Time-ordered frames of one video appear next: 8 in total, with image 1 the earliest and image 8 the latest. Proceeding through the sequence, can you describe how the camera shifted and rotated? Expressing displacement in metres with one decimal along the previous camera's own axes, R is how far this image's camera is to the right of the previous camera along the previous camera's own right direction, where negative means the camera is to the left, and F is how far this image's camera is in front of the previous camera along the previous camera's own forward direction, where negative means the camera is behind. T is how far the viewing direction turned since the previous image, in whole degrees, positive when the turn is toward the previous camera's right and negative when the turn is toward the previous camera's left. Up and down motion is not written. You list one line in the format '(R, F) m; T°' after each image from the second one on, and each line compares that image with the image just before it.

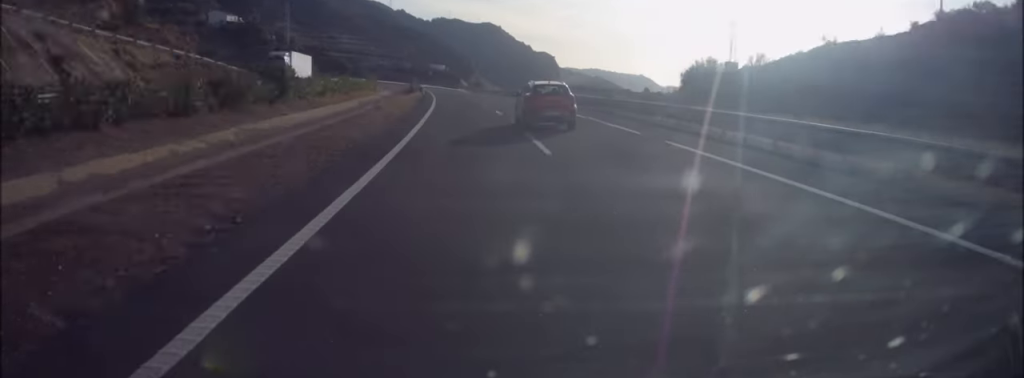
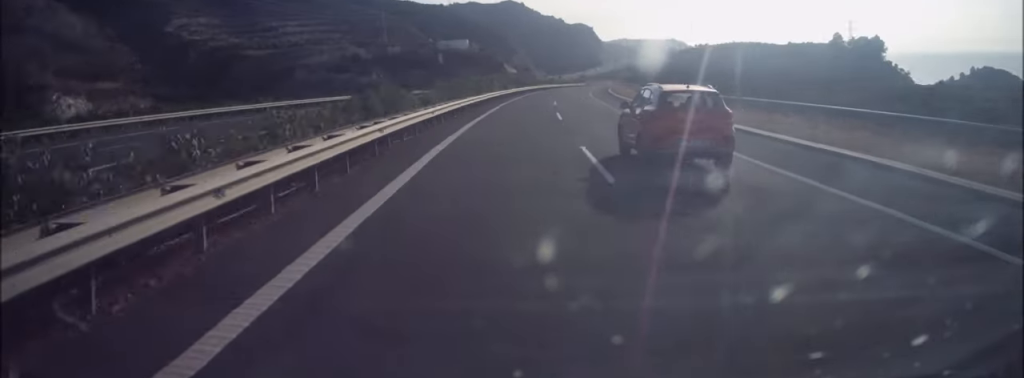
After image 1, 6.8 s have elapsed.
(-6.8, +277.2) m; 0°
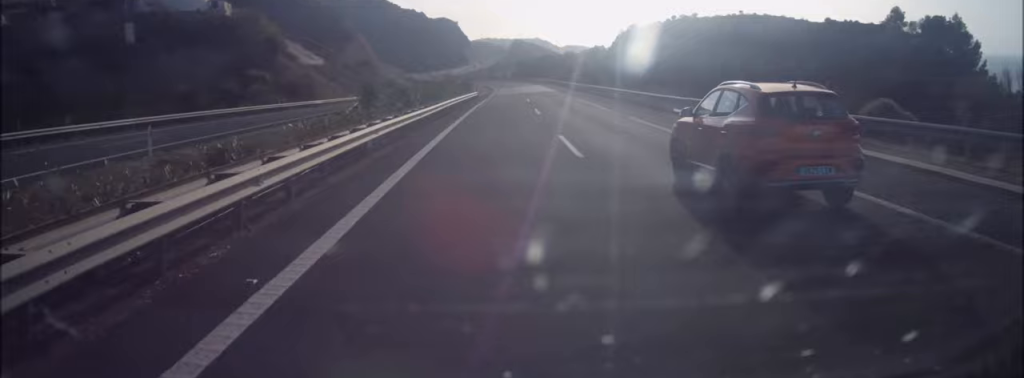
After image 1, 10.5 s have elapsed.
(+9.2, +149.9) m; +1°
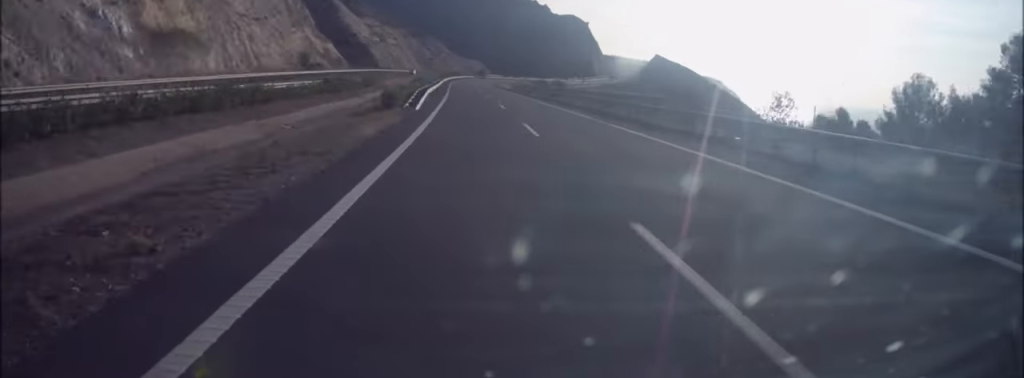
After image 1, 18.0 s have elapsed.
(-7.7, +194.1) m; -1°
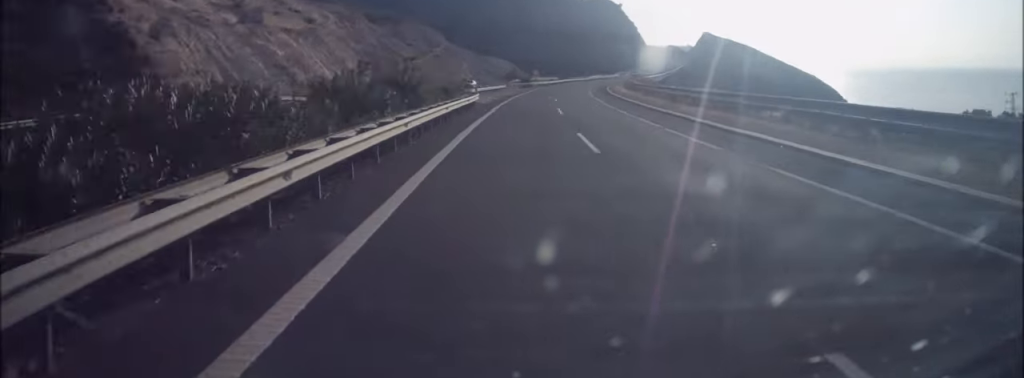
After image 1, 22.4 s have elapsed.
(+4.0, +109.7) m; +5°
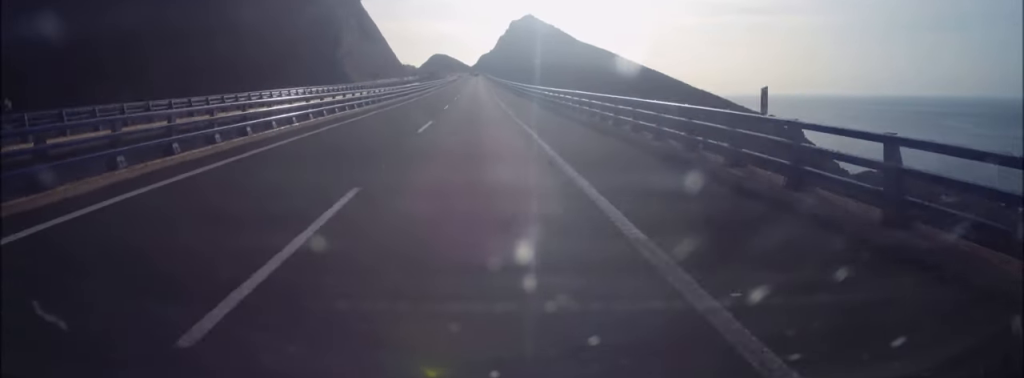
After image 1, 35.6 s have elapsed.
(+47.9, +479.2) m; +7°
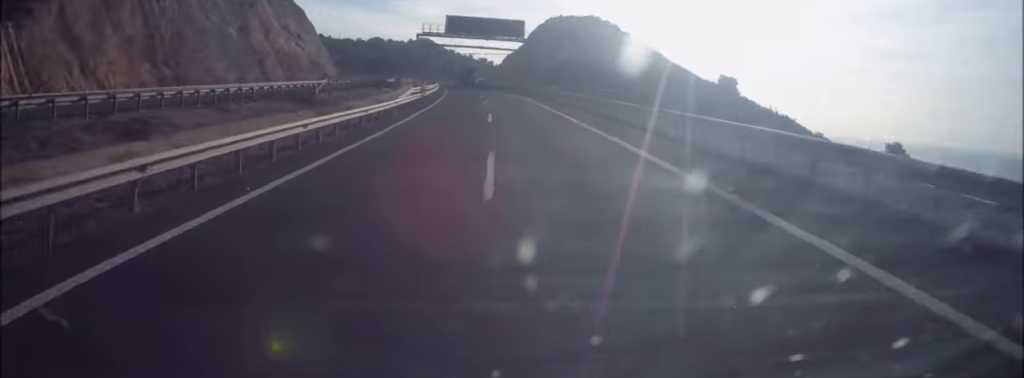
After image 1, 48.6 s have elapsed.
(-34.1, +478.1) m; -14°
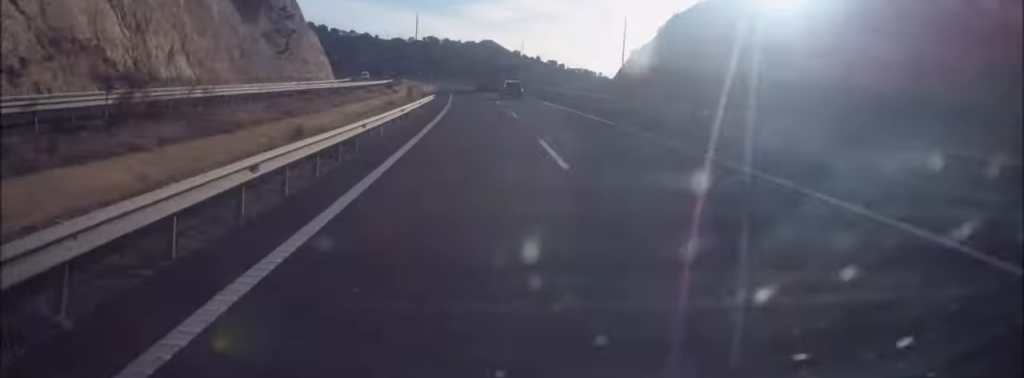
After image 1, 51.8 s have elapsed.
(-5.4, +116.6) m; -7°
